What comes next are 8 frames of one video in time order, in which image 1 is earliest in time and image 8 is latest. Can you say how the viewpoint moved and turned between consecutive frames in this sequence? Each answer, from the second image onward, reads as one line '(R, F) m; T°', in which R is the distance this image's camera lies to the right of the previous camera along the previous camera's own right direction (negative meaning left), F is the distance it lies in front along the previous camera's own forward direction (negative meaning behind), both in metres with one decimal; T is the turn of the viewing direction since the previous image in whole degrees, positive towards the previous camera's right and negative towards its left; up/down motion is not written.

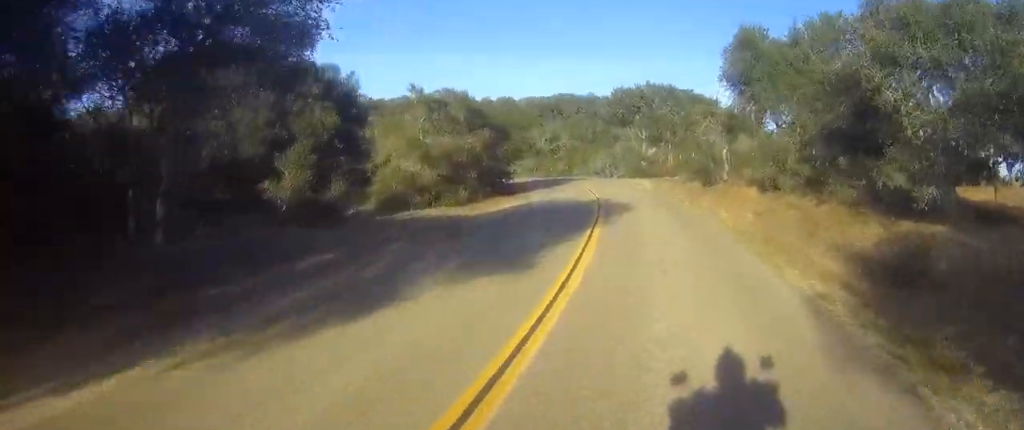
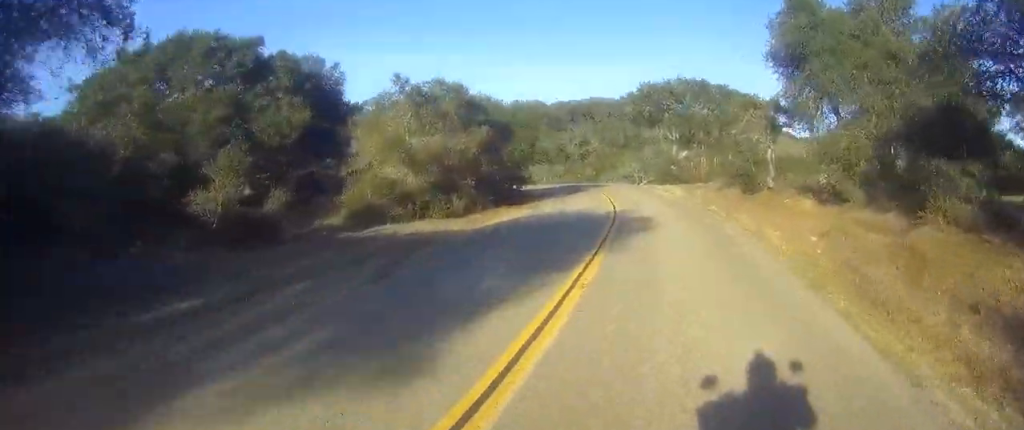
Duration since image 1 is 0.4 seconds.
(+0.1, +5.5) m; -2°
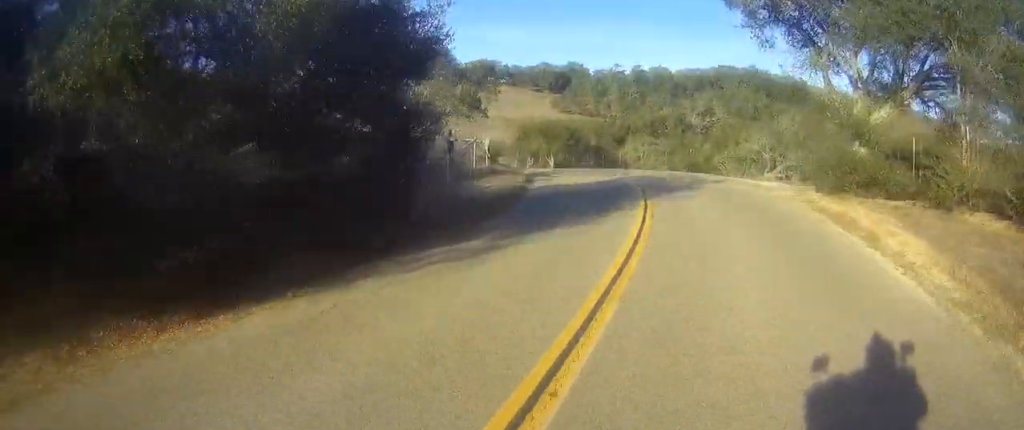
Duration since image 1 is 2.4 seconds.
(-2.6, +27.5) m; -12°
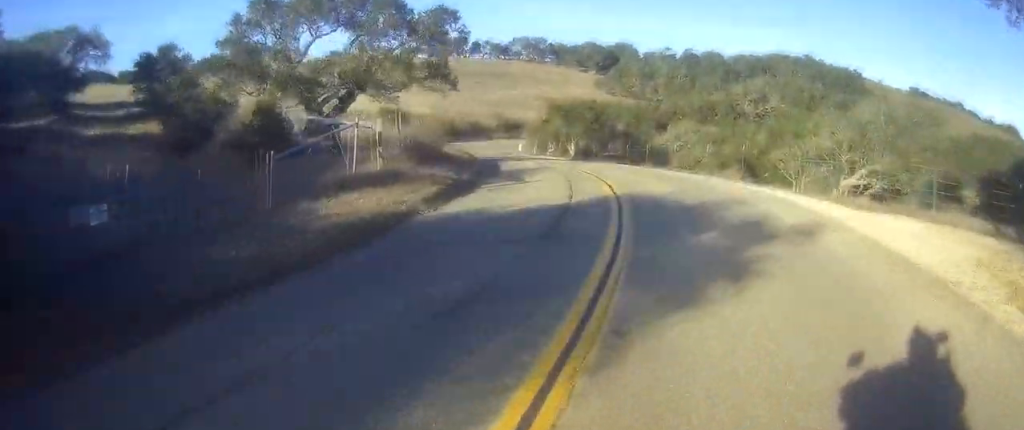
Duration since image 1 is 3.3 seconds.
(-1.0, +12.5) m; -10°
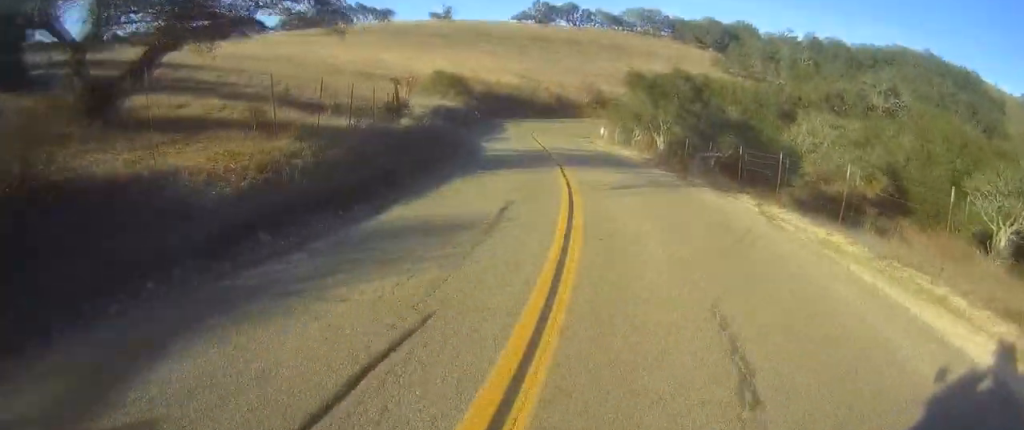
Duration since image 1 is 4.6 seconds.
(-2.1, +18.2) m; -8°
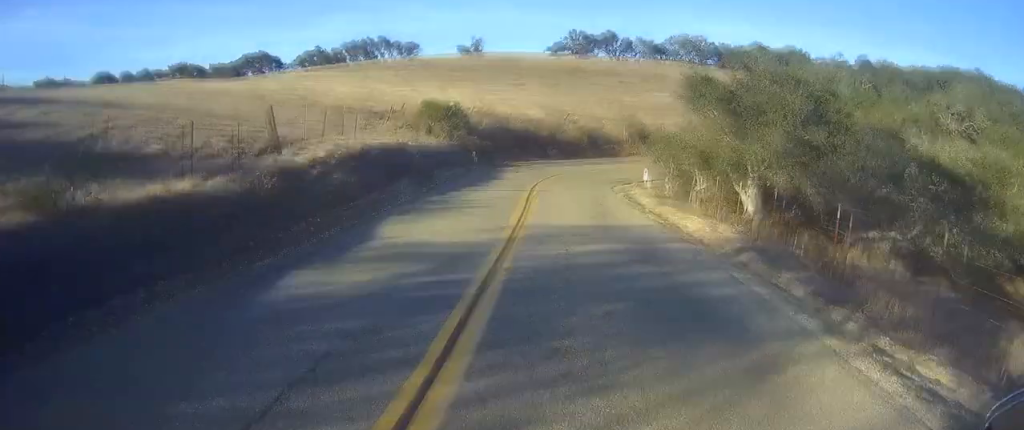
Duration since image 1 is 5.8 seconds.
(0.0, +16.5) m; -2°
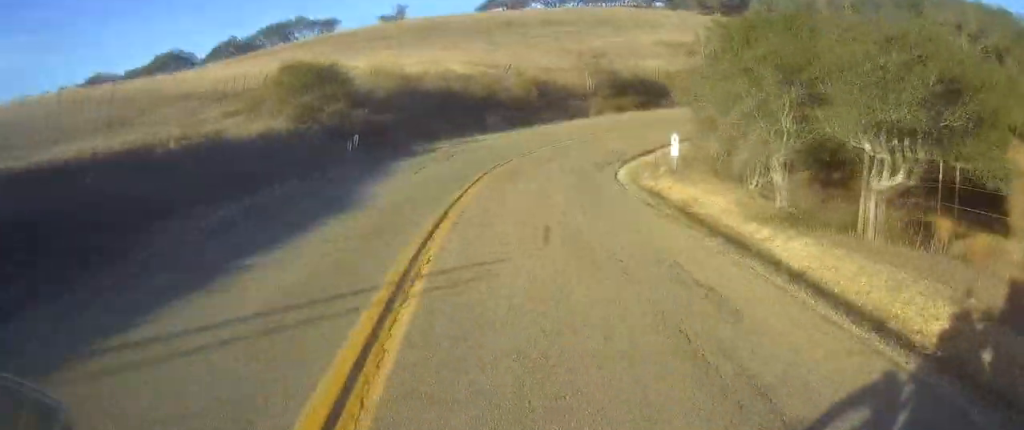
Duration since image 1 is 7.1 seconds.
(-1.2, +18.9) m; -4°
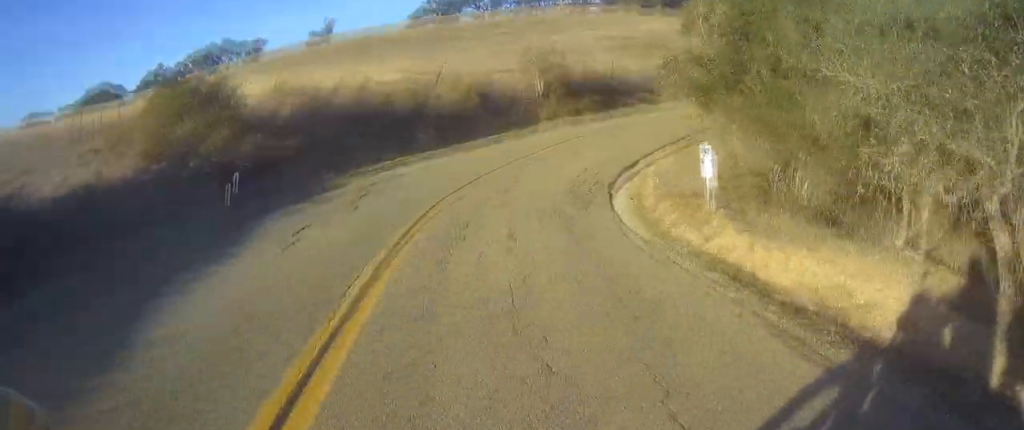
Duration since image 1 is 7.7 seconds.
(-0.1, +7.3) m; +1°
